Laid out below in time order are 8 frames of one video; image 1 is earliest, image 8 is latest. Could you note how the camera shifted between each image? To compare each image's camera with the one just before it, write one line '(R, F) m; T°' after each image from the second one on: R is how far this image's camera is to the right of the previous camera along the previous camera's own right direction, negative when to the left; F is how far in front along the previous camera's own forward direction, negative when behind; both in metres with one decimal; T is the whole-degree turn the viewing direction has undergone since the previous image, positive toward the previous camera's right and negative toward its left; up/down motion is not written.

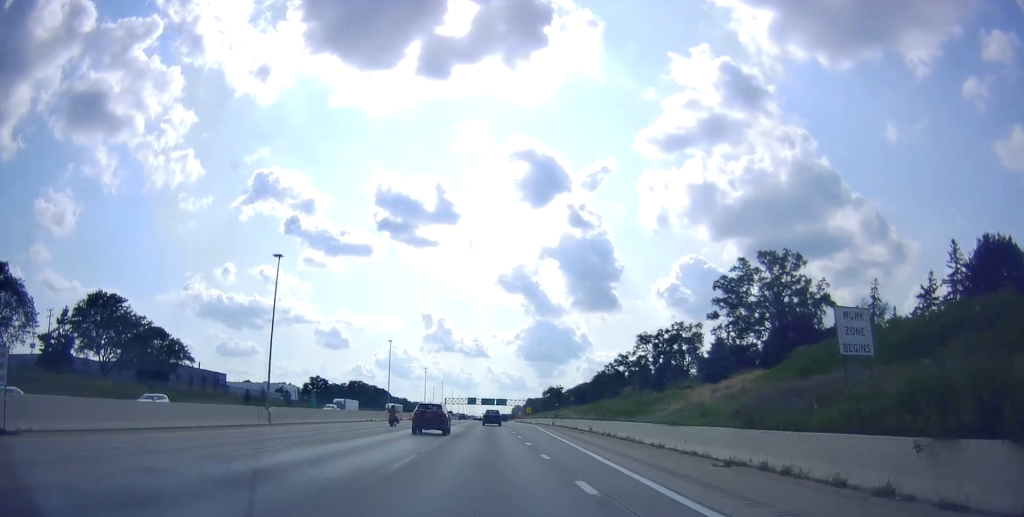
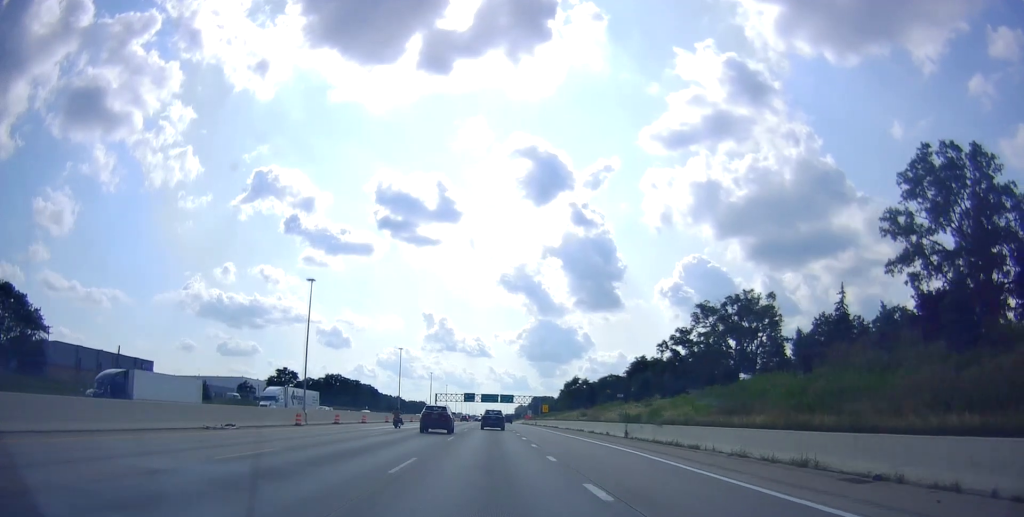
(-1.9, +47.0) m; -4°
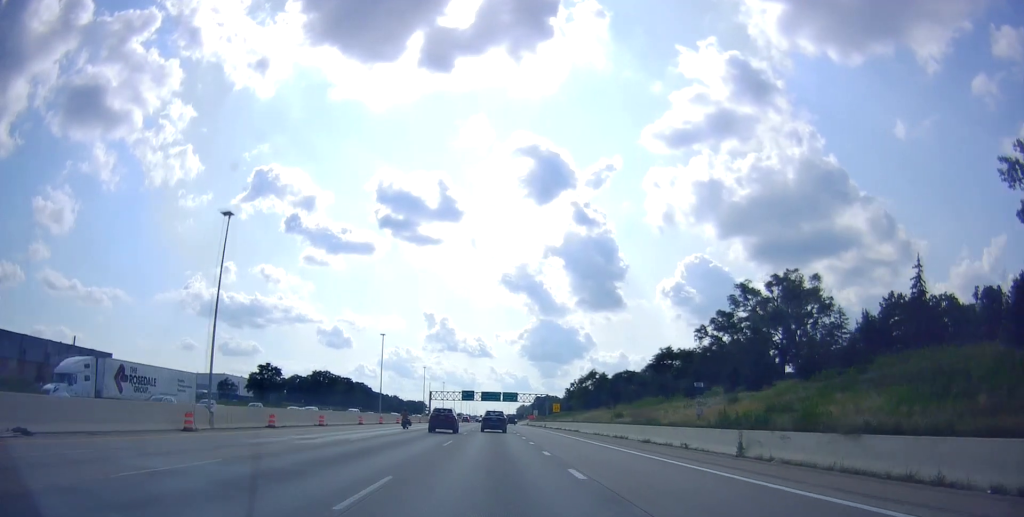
(-0.1, +20.2) m; +1°
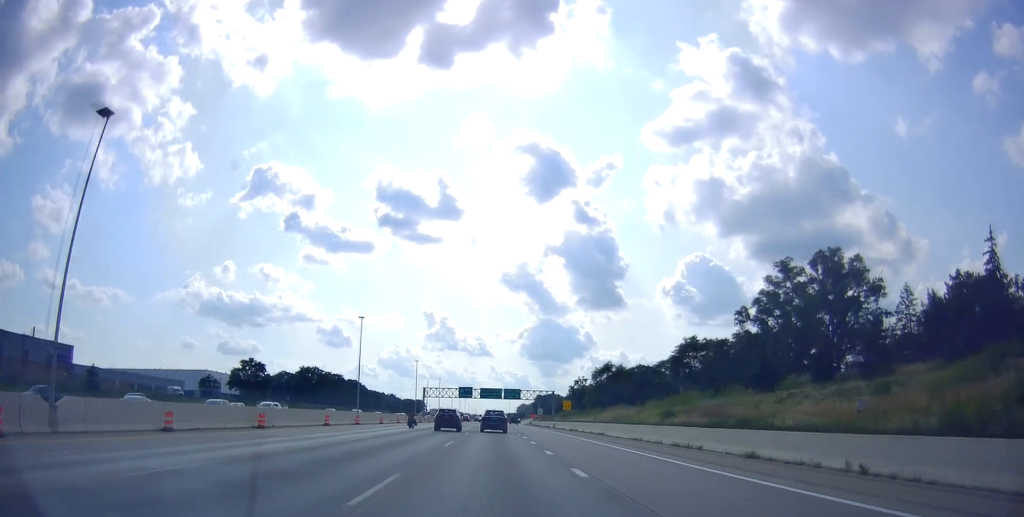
(+0.2, +15.4) m; +1°
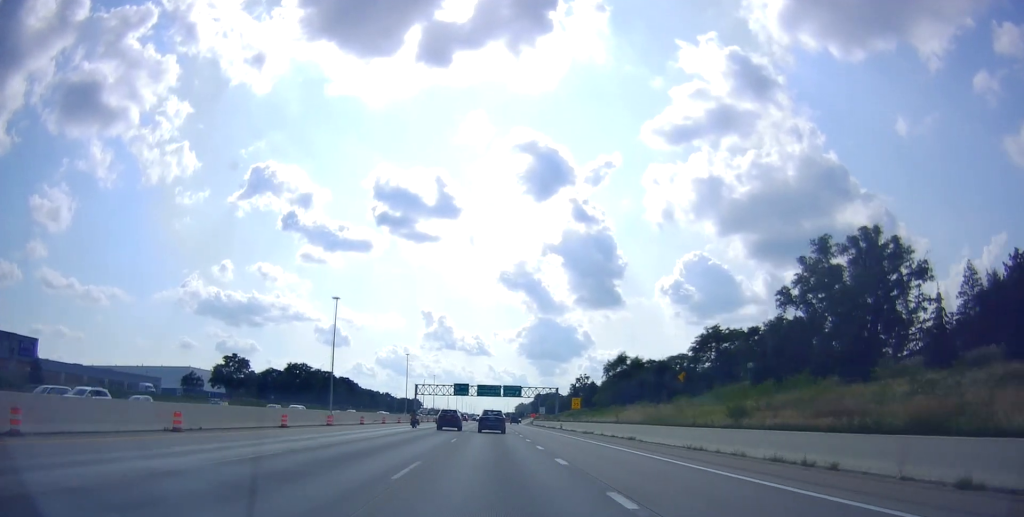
(+0.1, +12.1) m; +1°
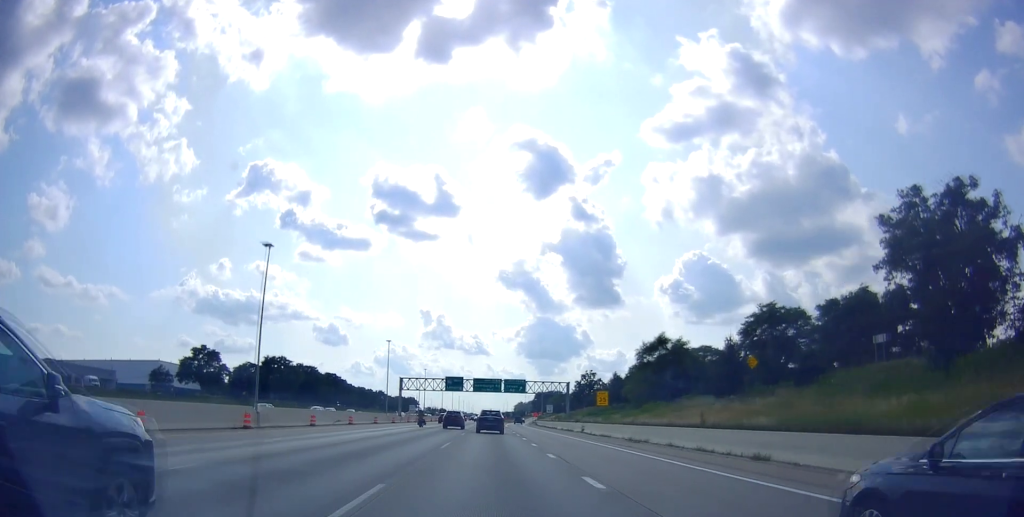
(0.0, +20.5) m; 0°
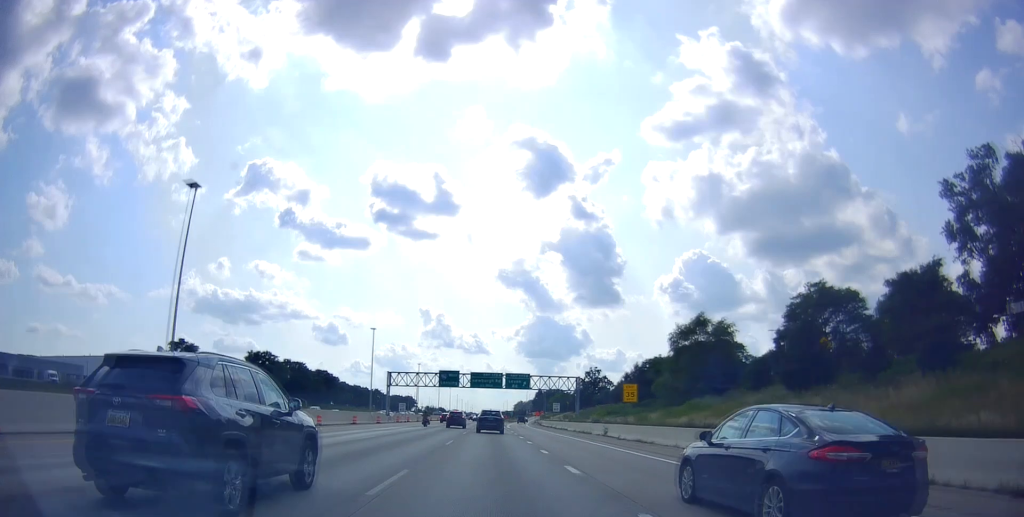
(0.0, +12.6) m; 0°
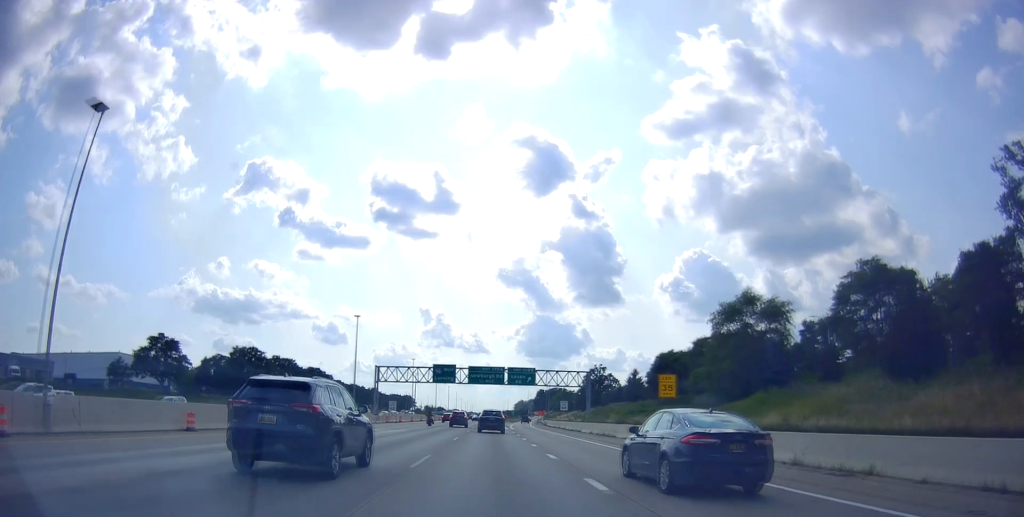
(0.0, +10.5) m; +1°
